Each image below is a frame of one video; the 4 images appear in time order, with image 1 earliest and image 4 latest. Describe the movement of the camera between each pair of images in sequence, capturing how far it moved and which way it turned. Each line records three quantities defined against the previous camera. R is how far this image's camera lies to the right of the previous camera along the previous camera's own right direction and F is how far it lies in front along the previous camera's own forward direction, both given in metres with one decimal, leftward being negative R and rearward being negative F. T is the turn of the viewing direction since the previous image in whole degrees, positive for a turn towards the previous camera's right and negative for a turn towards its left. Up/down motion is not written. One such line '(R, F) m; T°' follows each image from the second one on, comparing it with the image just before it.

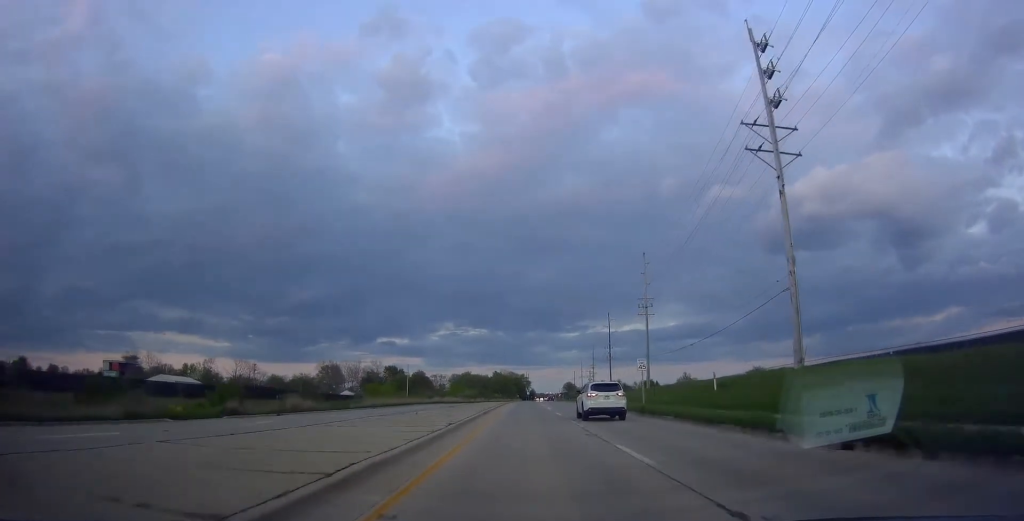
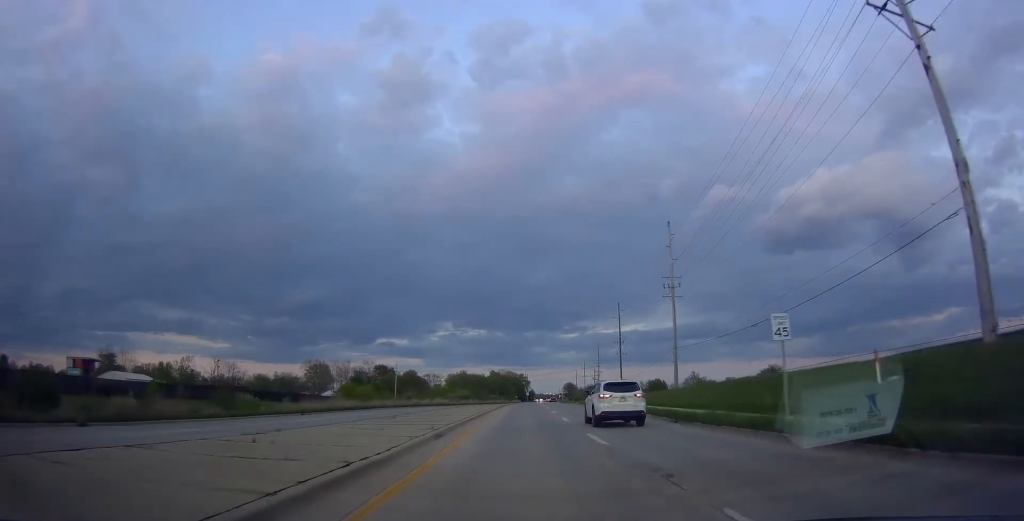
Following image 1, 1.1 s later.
(0.0, +20.8) m; 0°
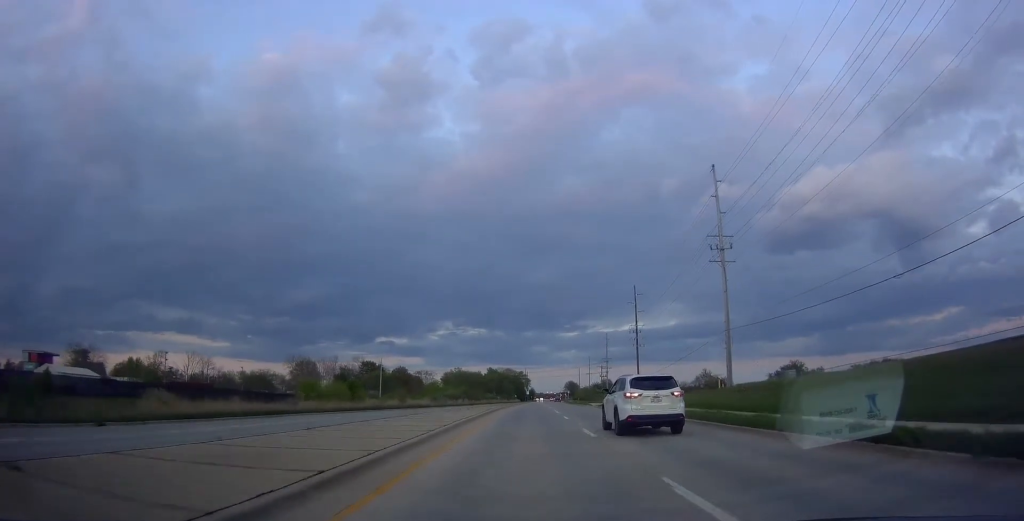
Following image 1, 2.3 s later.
(0.0, +23.0) m; 0°
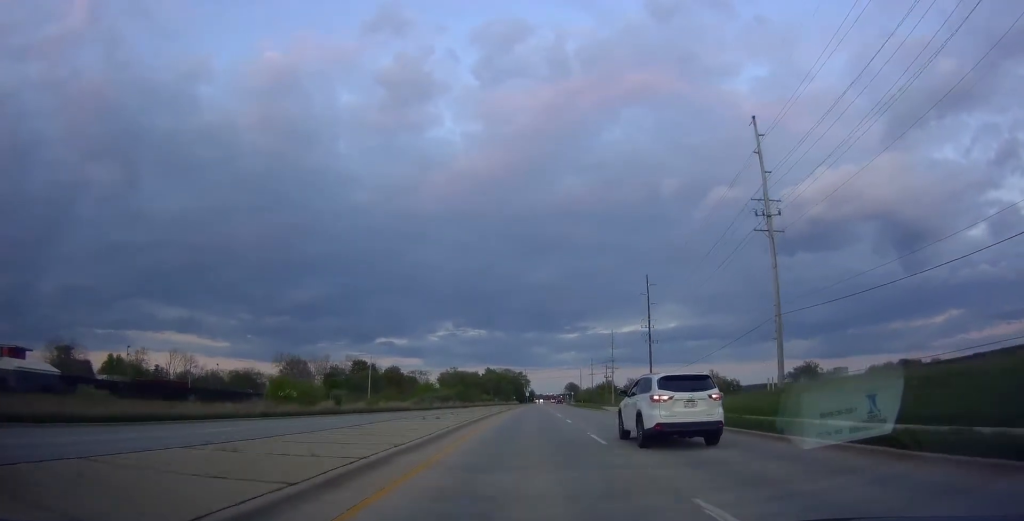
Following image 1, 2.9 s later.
(0.0, +13.5) m; 0°
